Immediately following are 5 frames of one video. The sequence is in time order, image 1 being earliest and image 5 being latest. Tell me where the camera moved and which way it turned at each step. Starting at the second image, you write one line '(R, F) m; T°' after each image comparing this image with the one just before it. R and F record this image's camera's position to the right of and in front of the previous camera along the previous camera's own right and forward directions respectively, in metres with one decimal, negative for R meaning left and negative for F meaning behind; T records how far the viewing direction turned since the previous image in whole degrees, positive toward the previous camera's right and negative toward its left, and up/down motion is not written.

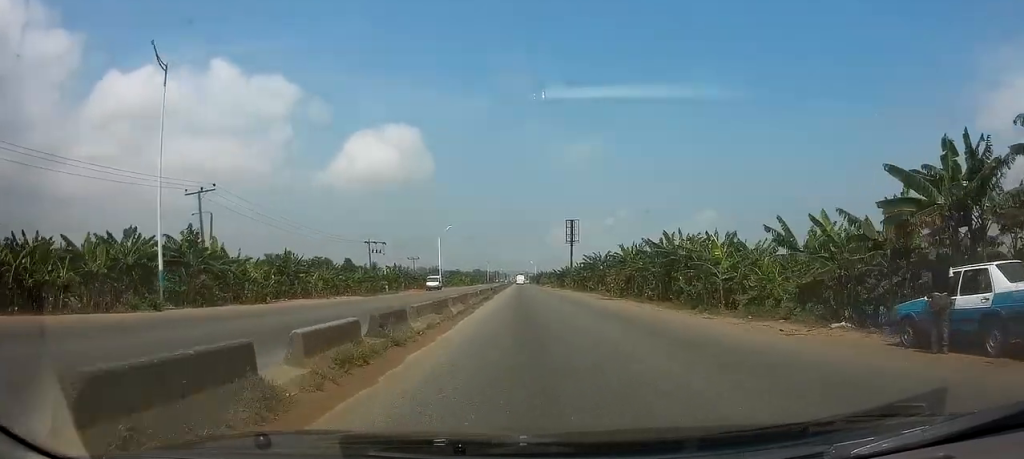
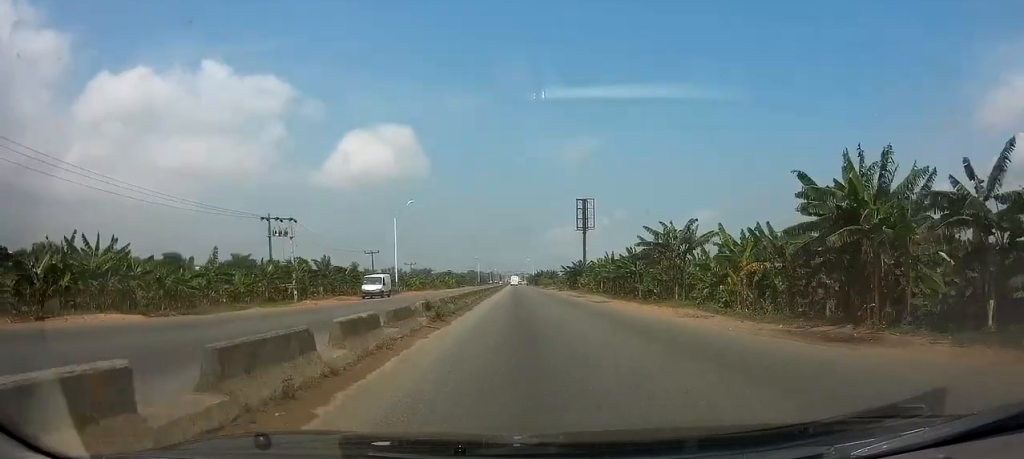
(+0.2, +34.0) m; 0°
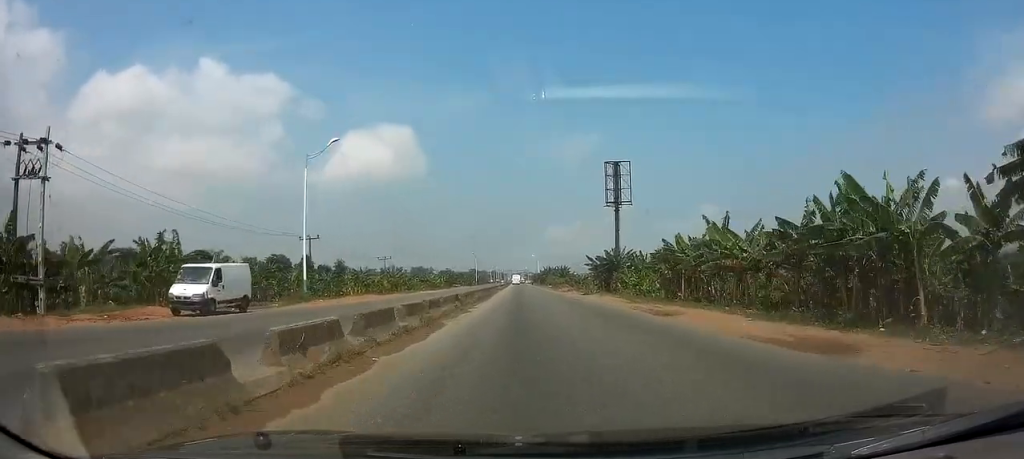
(-0.1, +31.6) m; 0°
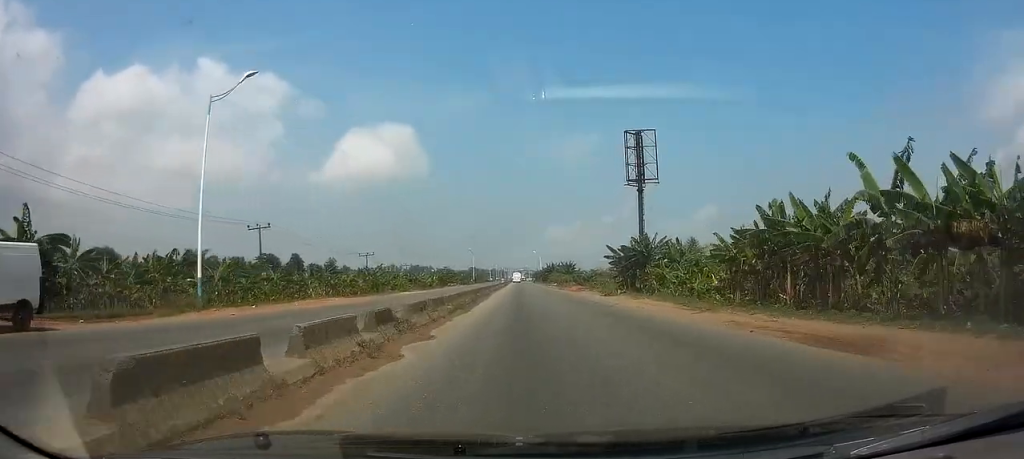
(0.0, +13.9) m; 0°
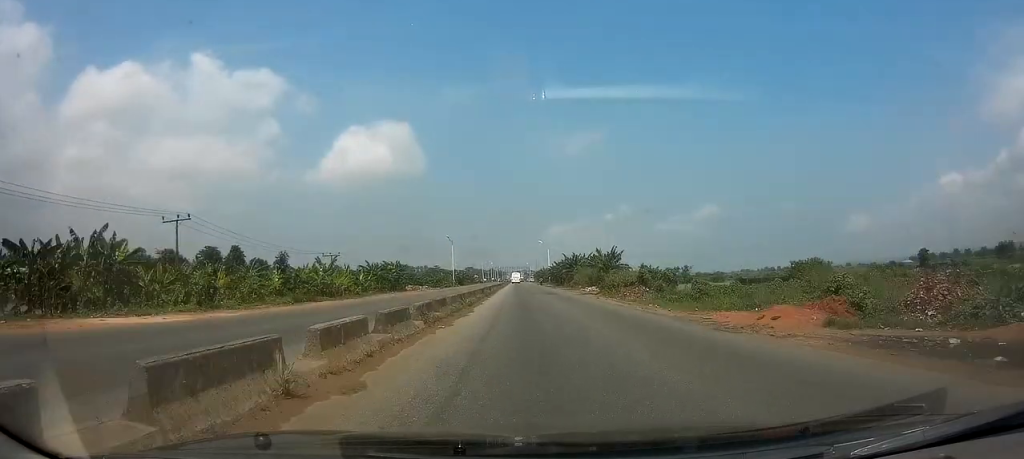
(-0.1, +58.0) m; 0°
